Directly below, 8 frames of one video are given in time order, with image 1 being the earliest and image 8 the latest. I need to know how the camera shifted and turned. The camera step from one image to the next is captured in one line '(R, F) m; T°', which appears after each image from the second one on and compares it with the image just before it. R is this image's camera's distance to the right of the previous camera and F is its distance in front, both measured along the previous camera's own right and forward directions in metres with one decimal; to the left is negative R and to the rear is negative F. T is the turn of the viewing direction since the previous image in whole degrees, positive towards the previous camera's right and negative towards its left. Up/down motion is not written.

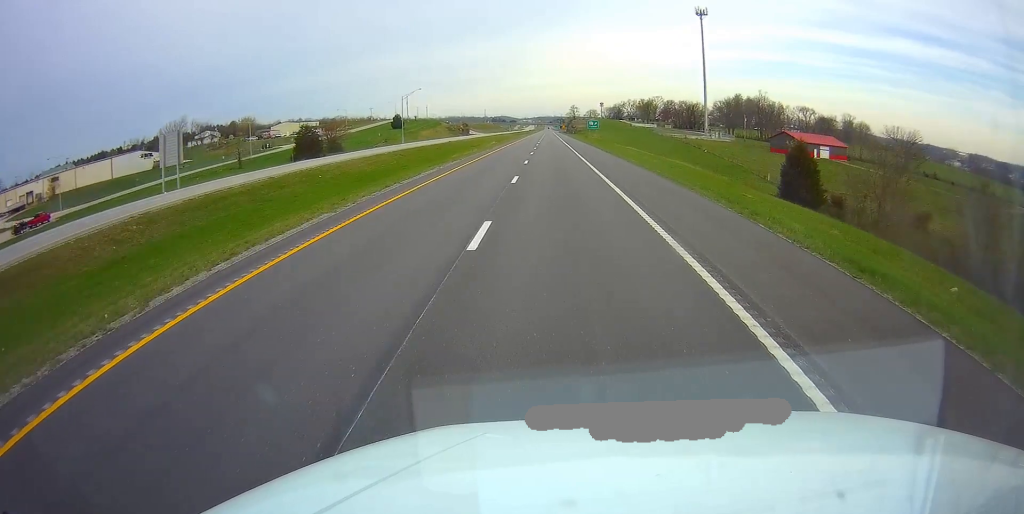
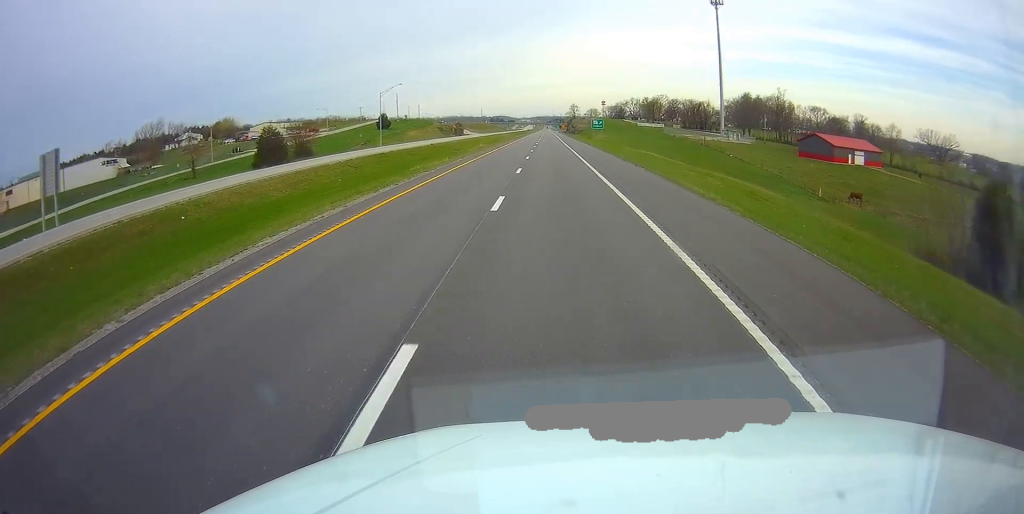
(-0.1, +19.4) m; 0°
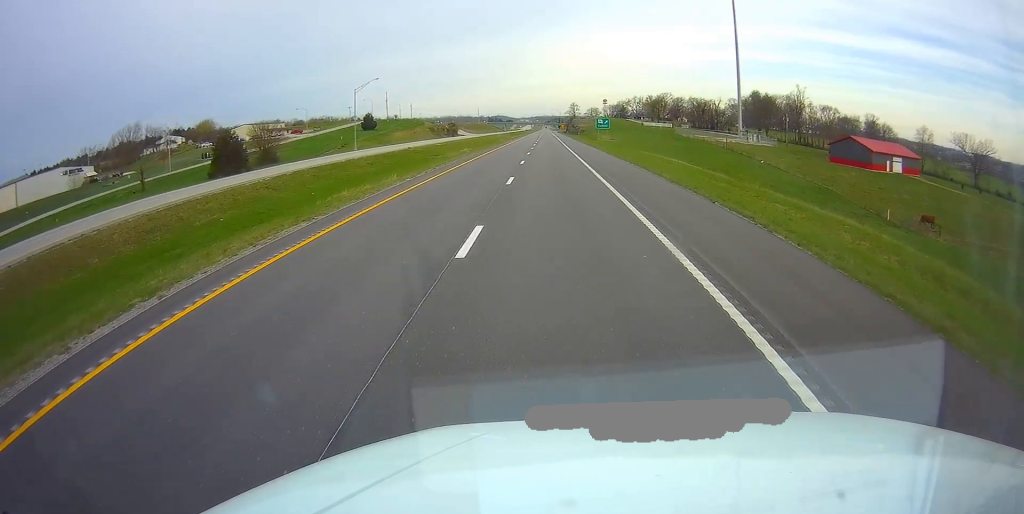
(0.0, +17.4) m; 0°
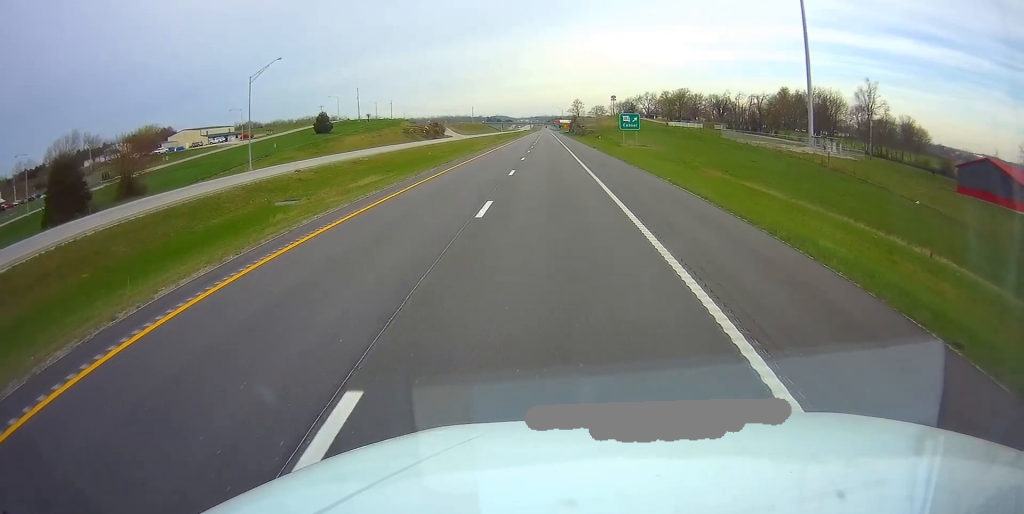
(+0.2, +44.0) m; 0°
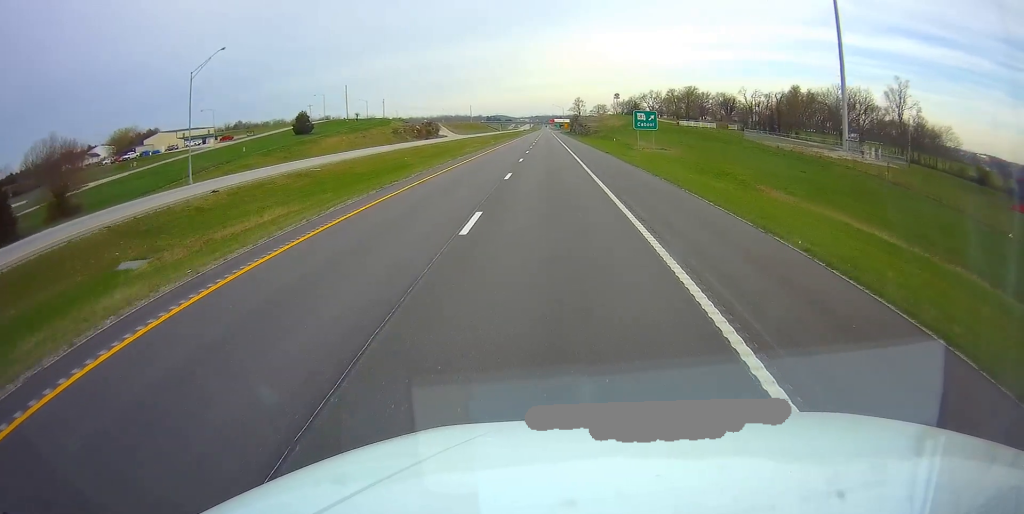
(0.0, +14.4) m; 0°
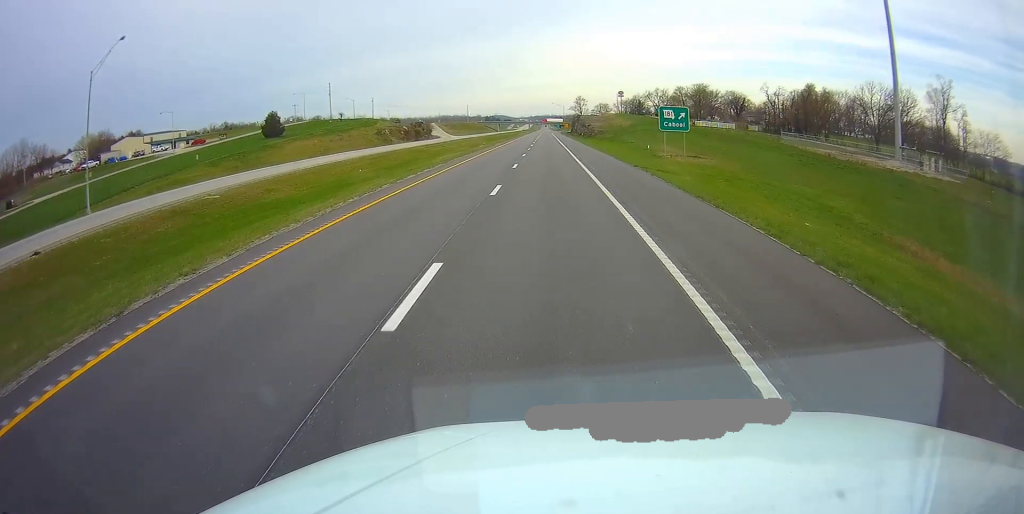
(0.0, +17.4) m; 0°
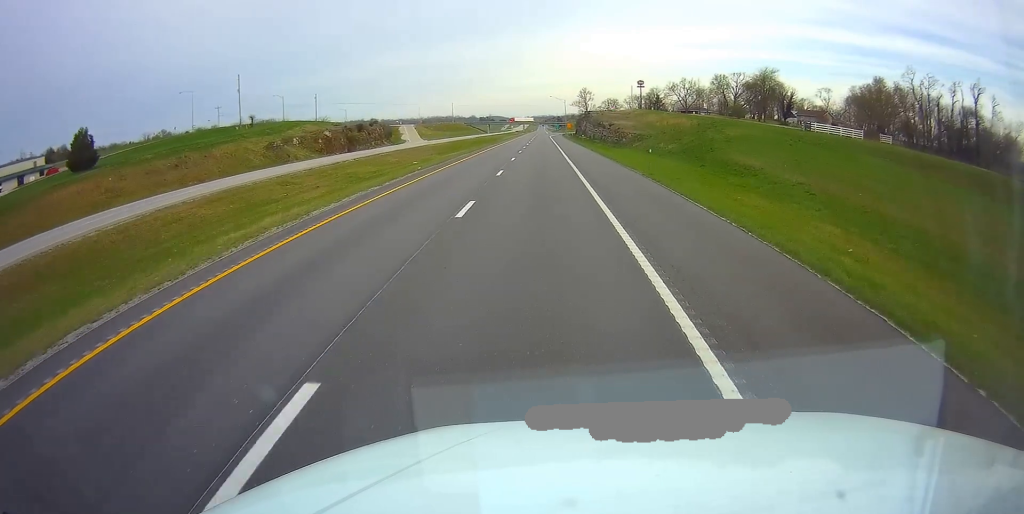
(+0.1, +64.7) m; 0°
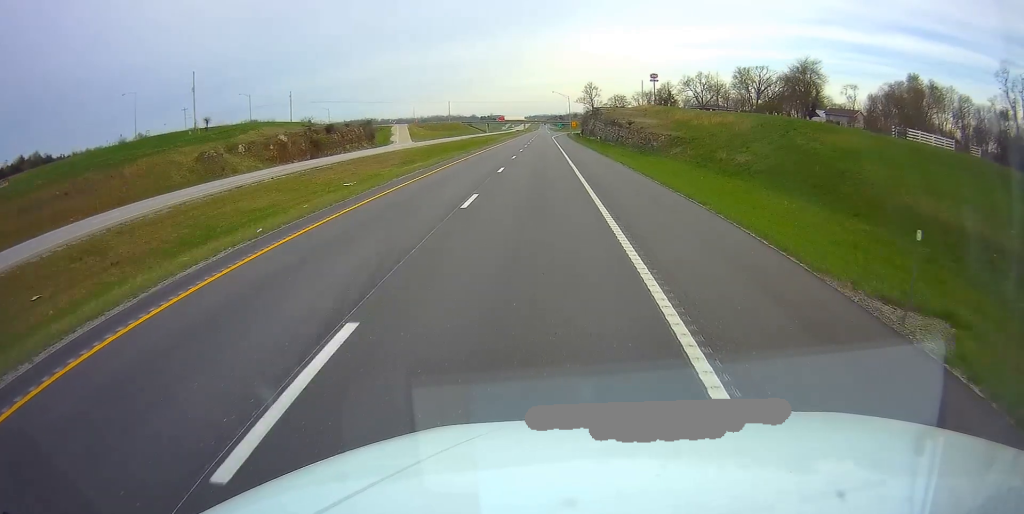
(-0.2, +22.6) m; 0°
